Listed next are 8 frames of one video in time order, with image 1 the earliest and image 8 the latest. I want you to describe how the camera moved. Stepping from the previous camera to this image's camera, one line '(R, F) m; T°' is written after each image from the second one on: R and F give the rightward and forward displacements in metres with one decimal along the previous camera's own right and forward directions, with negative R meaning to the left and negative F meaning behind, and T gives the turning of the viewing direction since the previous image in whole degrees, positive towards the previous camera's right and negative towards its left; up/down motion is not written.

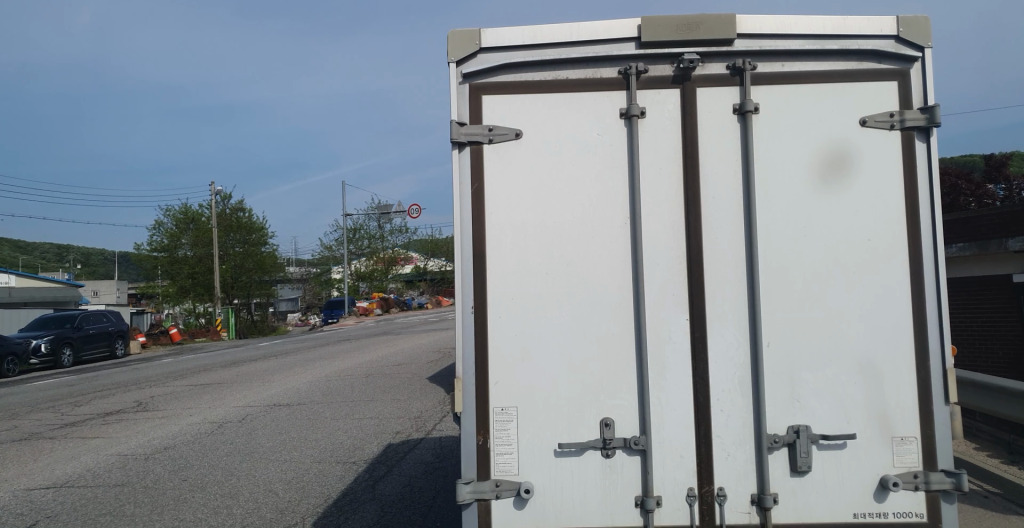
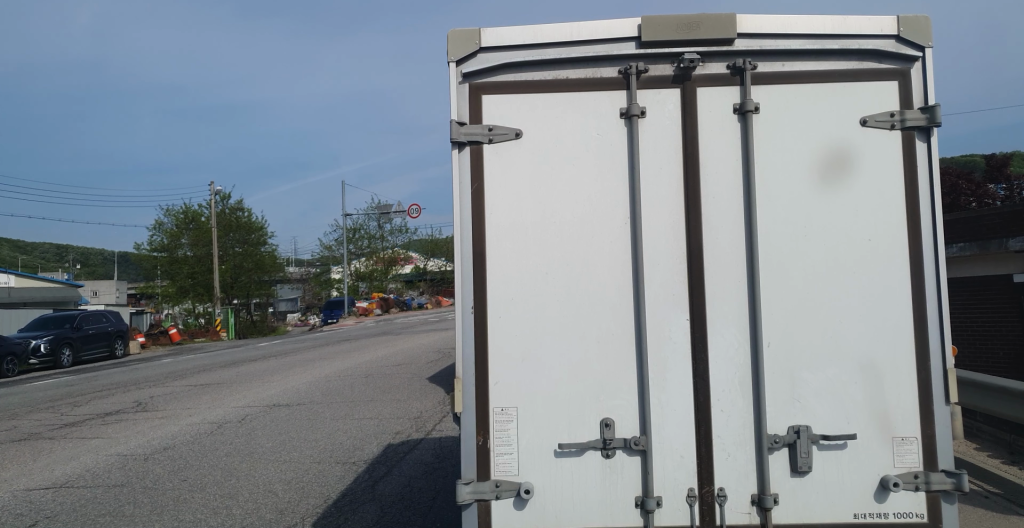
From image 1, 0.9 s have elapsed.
(0.0, 0.0) m; 0°
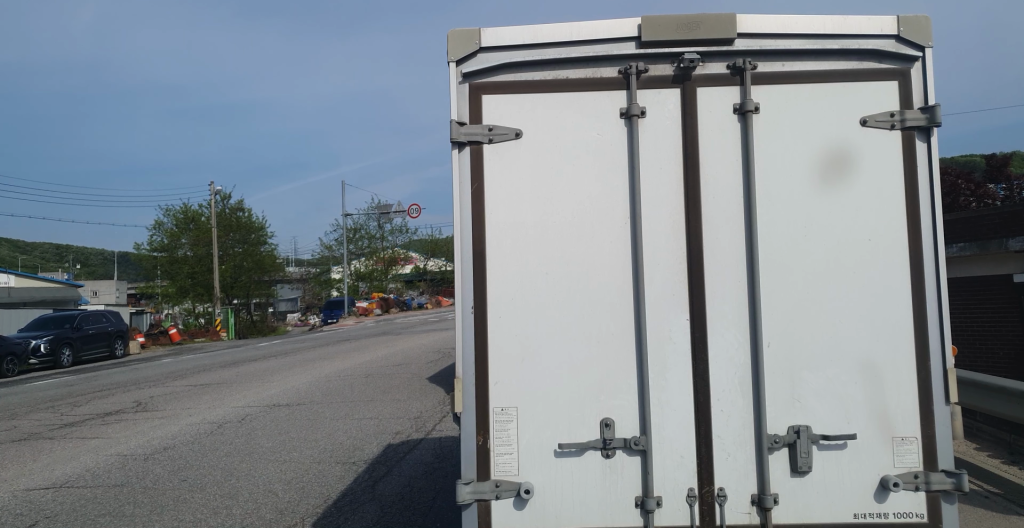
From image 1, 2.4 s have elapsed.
(0.0, 0.0) m; 0°
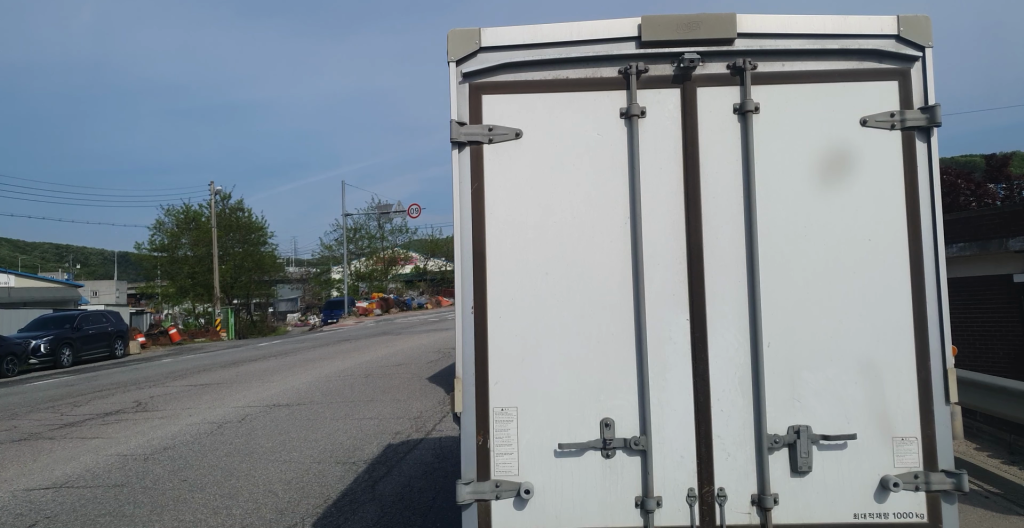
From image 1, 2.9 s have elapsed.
(0.0, 0.0) m; 0°
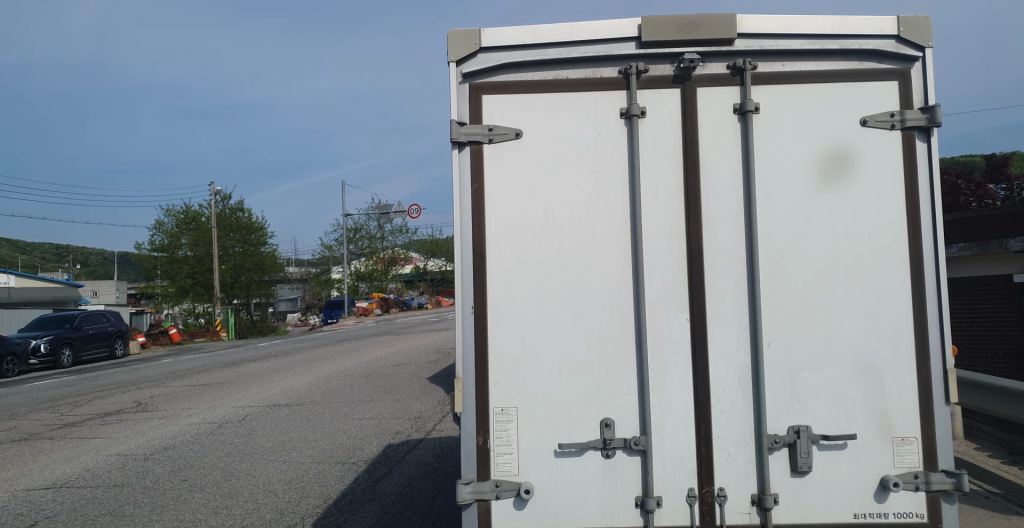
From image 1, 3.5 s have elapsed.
(0.0, 0.0) m; 0°
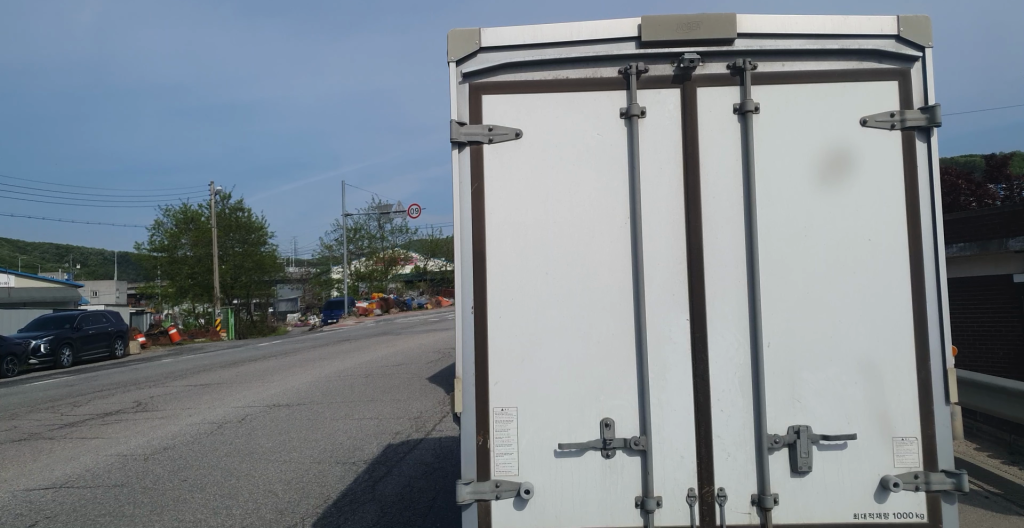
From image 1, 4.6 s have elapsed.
(0.0, 0.0) m; 0°
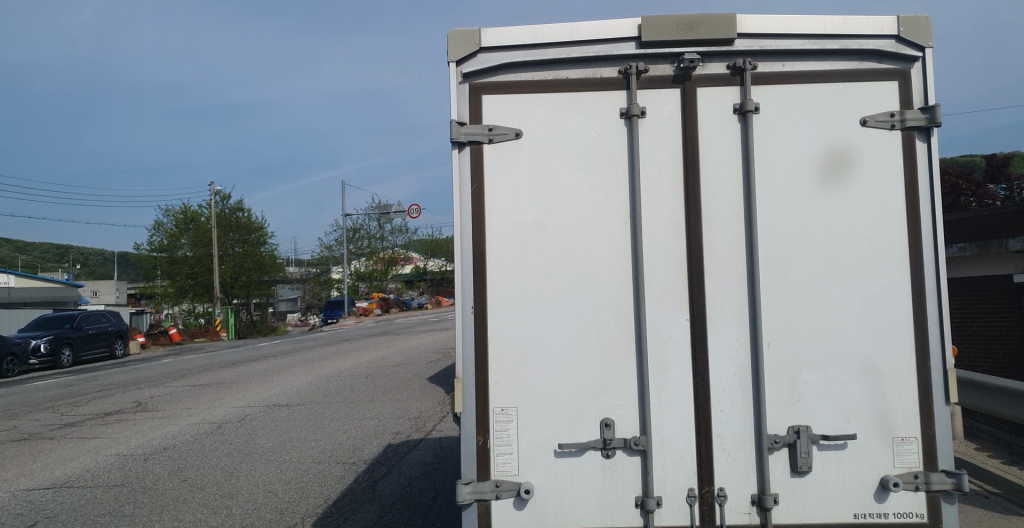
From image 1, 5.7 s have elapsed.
(0.0, 0.0) m; 0°
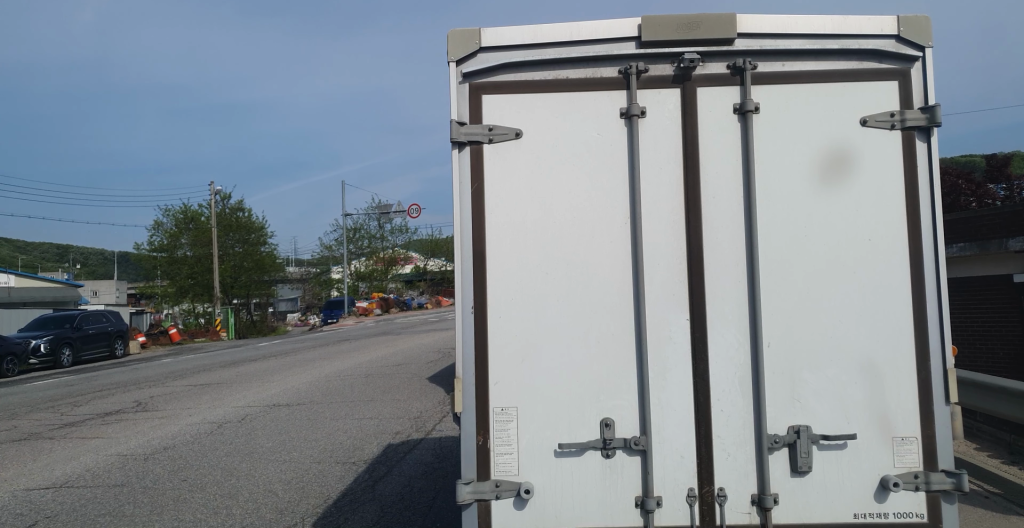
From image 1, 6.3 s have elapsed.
(0.0, 0.0) m; 0°
